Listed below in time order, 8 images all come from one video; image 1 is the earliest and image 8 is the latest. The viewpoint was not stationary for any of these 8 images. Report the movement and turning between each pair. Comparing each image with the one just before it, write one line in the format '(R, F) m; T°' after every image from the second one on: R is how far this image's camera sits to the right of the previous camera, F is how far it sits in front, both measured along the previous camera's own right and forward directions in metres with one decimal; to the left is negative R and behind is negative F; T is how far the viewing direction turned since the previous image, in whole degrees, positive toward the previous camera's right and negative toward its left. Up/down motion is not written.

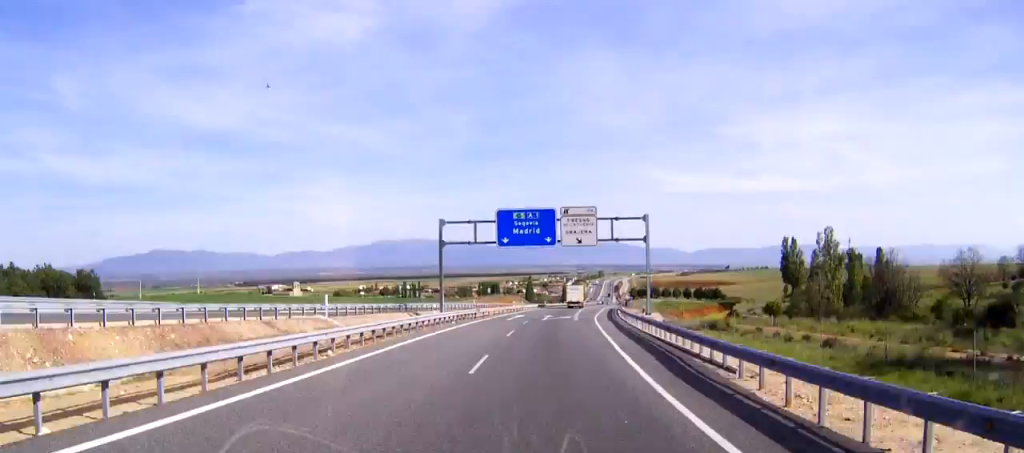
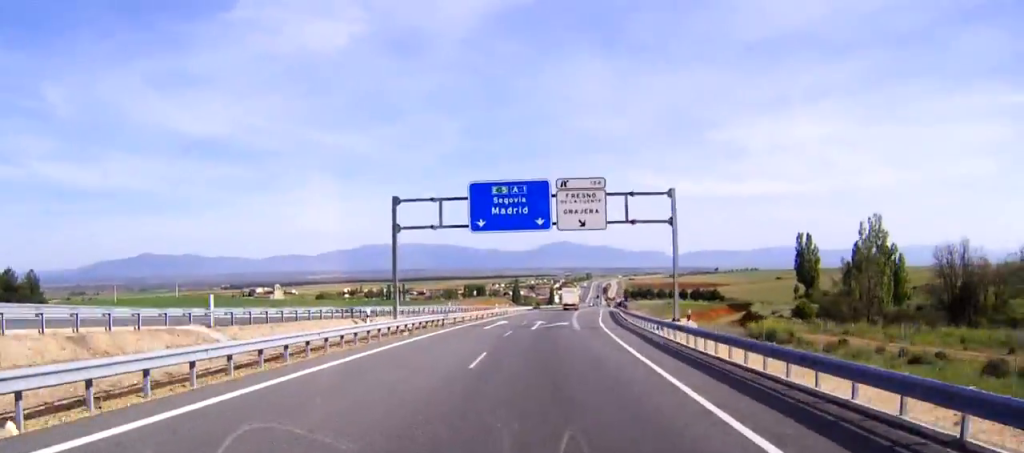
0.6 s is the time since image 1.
(-0.1, +16.2) m; +1°
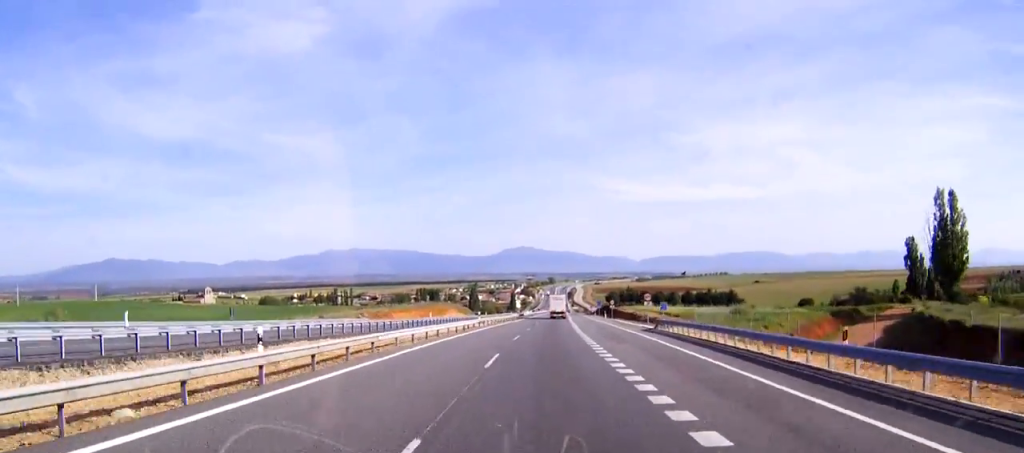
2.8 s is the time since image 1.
(+2.1, +65.6) m; +4°
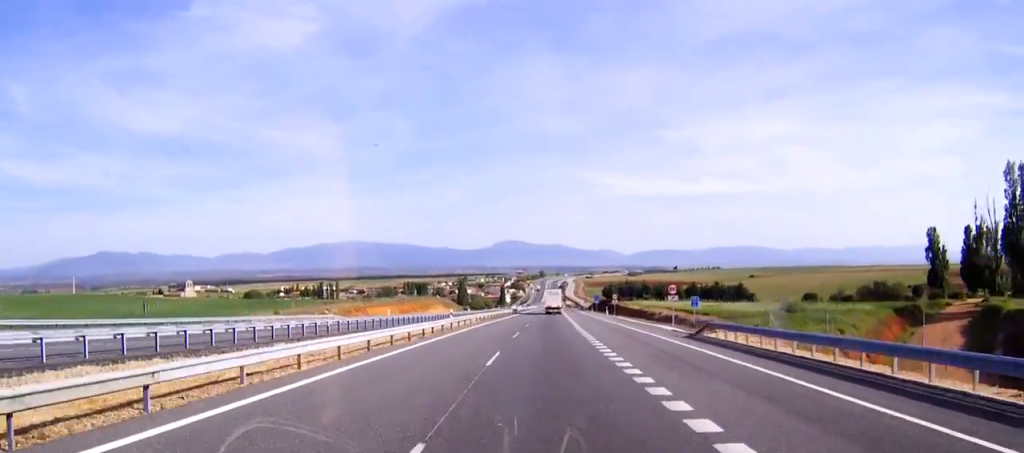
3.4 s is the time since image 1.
(+0.3, +17.4) m; +1°
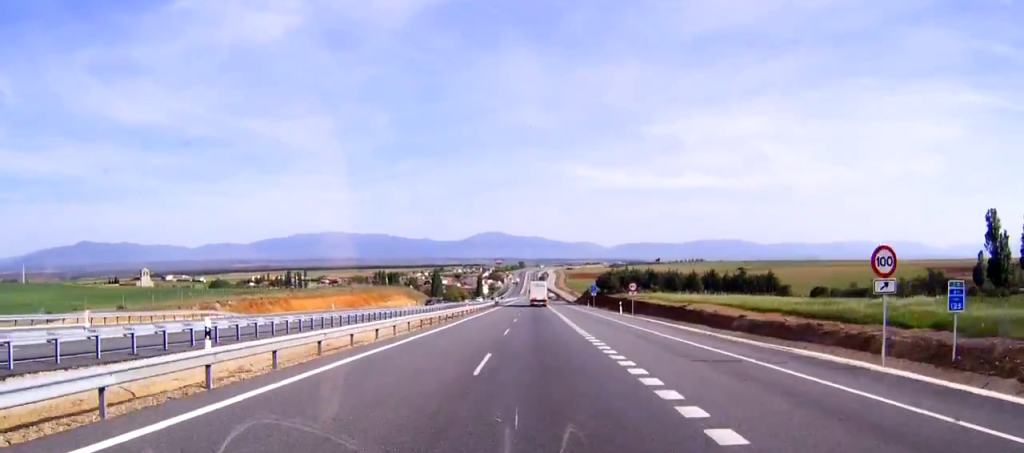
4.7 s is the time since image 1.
(+0.2, +37.7) m; 0°
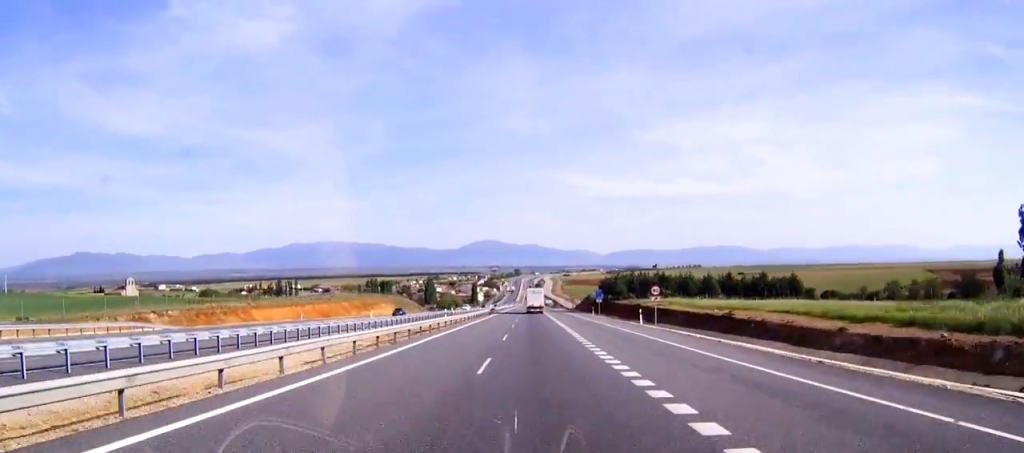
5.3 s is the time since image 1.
(0.0, +15.5) m; 0°
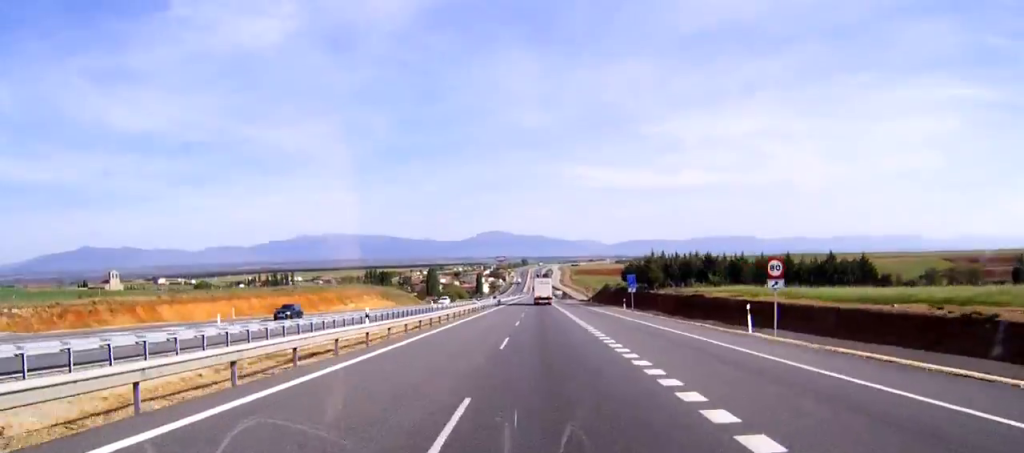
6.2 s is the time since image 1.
(+0.1, +28.0) m; 0°
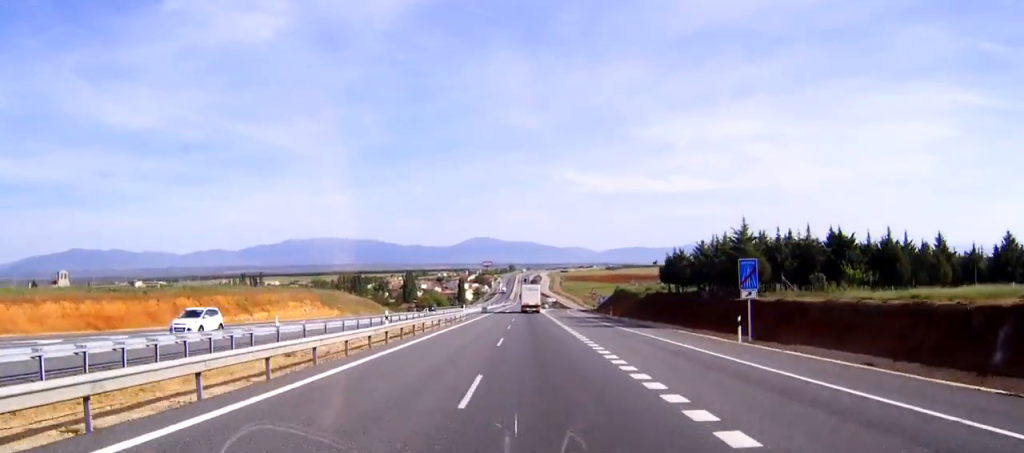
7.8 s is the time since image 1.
(+0.2, +45.5) m; 0°
